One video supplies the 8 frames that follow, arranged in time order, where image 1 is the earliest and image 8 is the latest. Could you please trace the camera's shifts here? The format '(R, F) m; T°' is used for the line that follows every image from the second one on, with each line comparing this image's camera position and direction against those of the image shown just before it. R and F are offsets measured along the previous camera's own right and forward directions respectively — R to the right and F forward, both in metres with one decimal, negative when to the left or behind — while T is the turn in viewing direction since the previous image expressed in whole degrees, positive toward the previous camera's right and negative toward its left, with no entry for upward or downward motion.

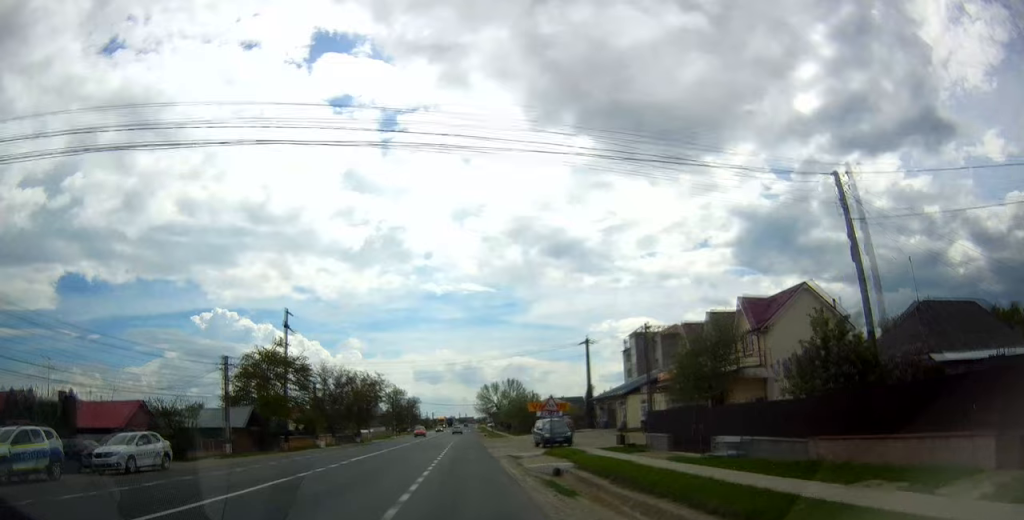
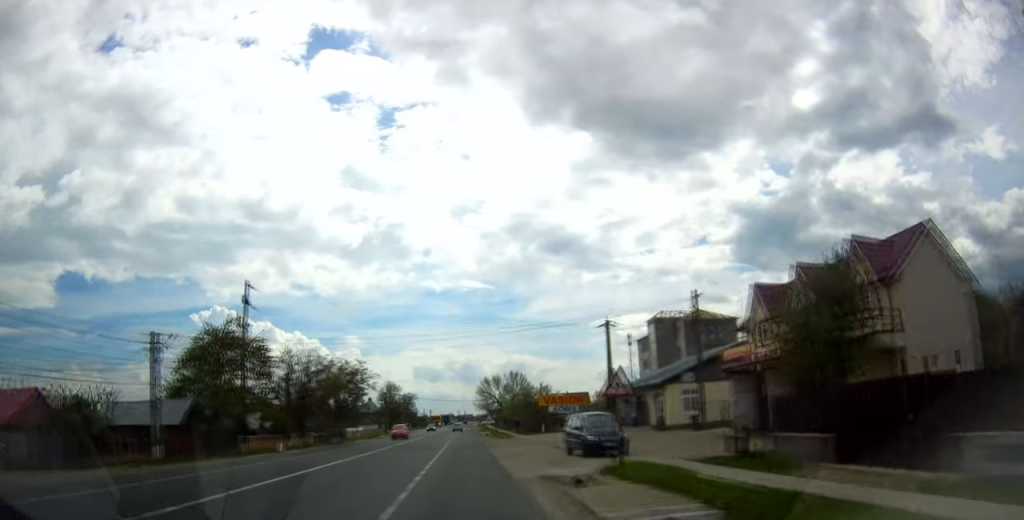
(+0.1, +11.6) m; -1°
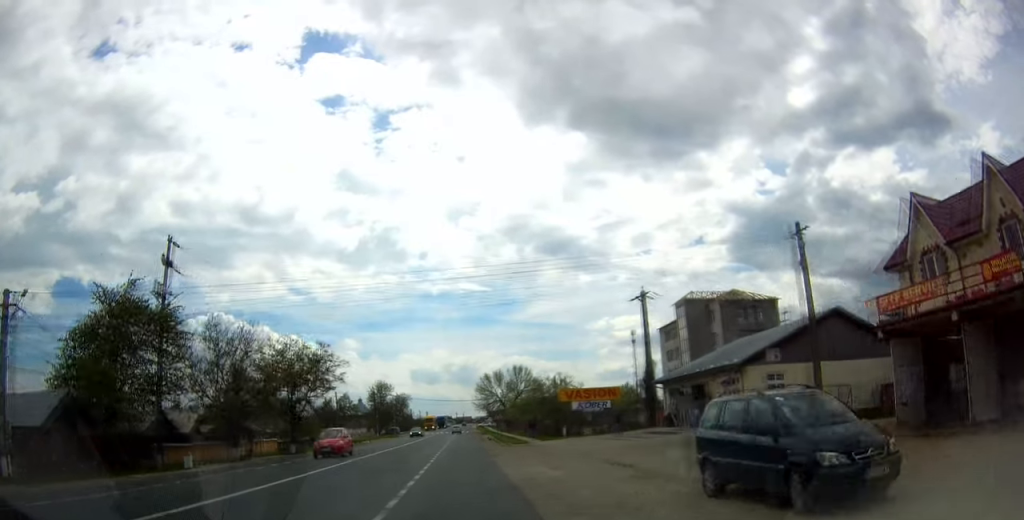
(-0.6, +14.3) m; -1°
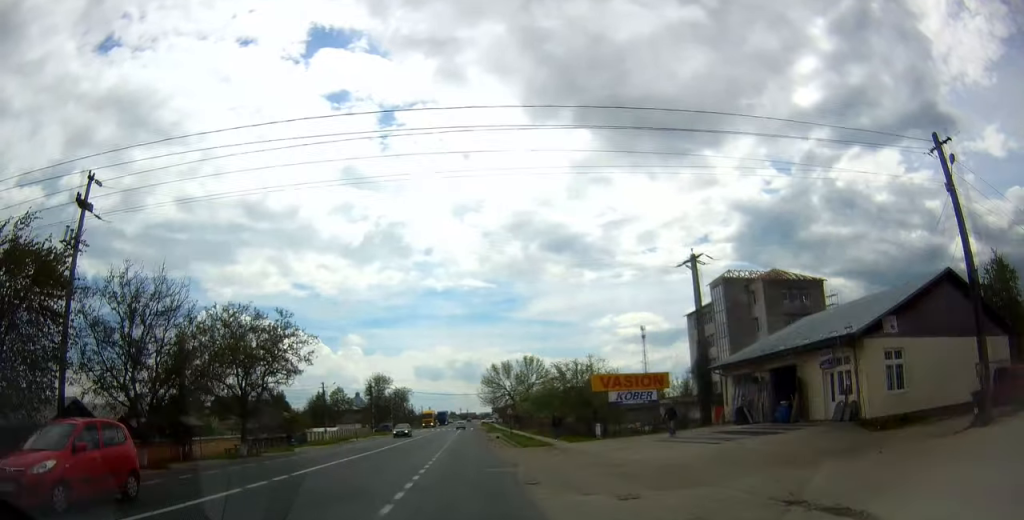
(+0.2, +11.0) m; +1°
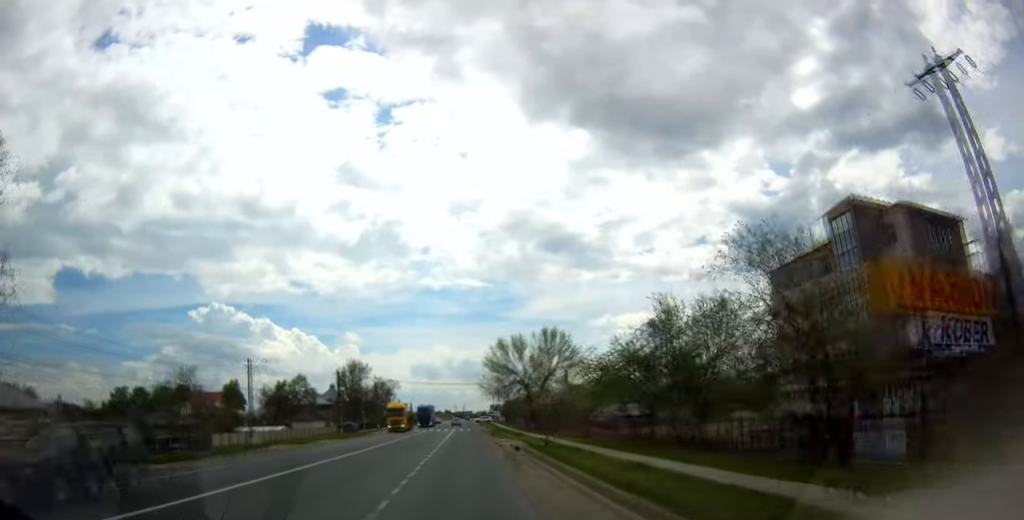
(+0.4, +27.1) m; 0°
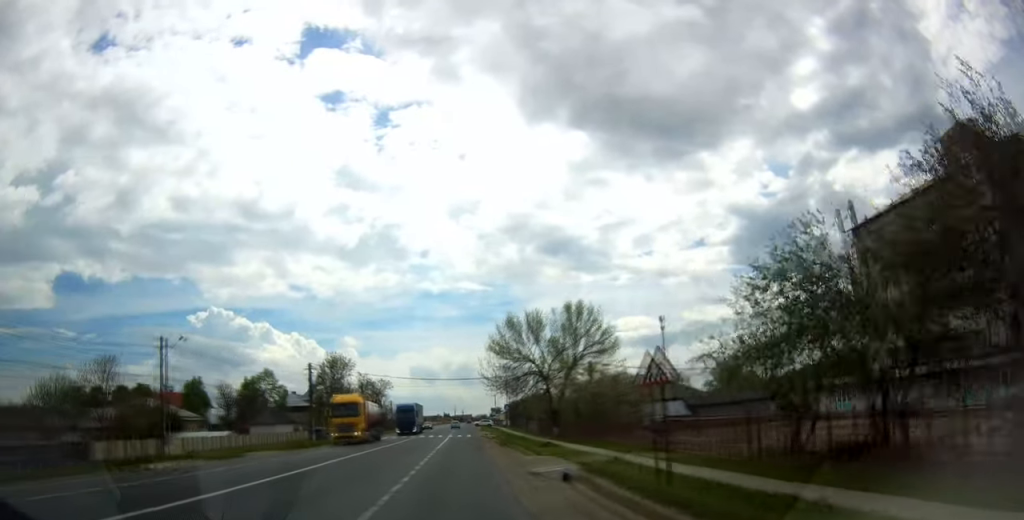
(-0.2, +16.8) m; -1°
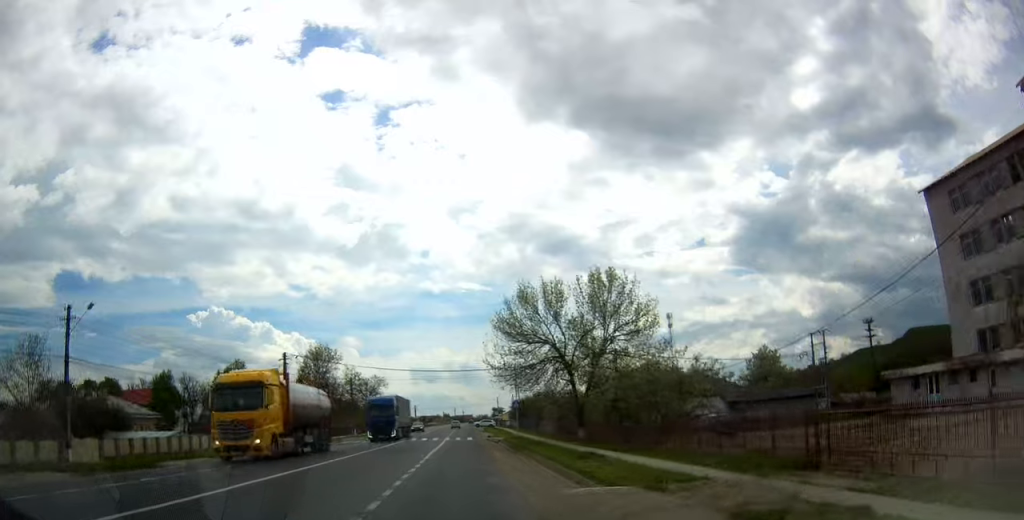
(0.0, +11.3) m; 0°
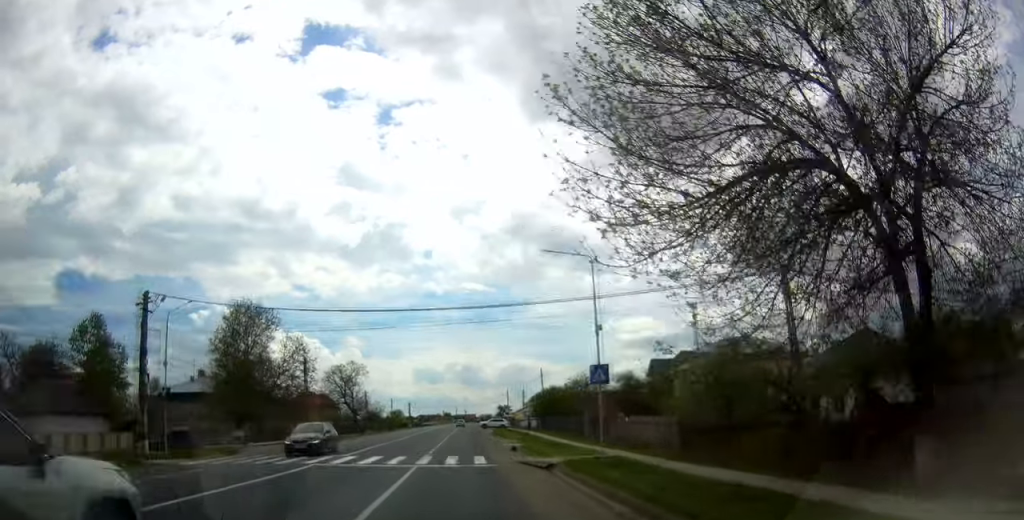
(-0.5, +31.5) m; 0°
